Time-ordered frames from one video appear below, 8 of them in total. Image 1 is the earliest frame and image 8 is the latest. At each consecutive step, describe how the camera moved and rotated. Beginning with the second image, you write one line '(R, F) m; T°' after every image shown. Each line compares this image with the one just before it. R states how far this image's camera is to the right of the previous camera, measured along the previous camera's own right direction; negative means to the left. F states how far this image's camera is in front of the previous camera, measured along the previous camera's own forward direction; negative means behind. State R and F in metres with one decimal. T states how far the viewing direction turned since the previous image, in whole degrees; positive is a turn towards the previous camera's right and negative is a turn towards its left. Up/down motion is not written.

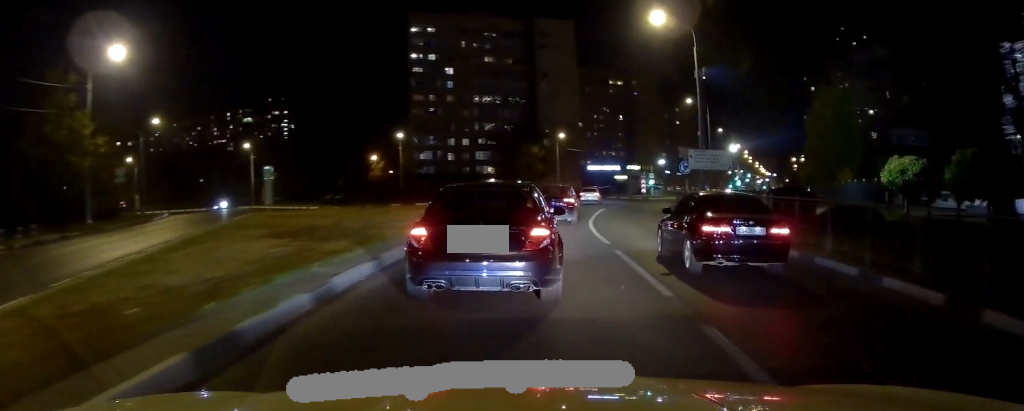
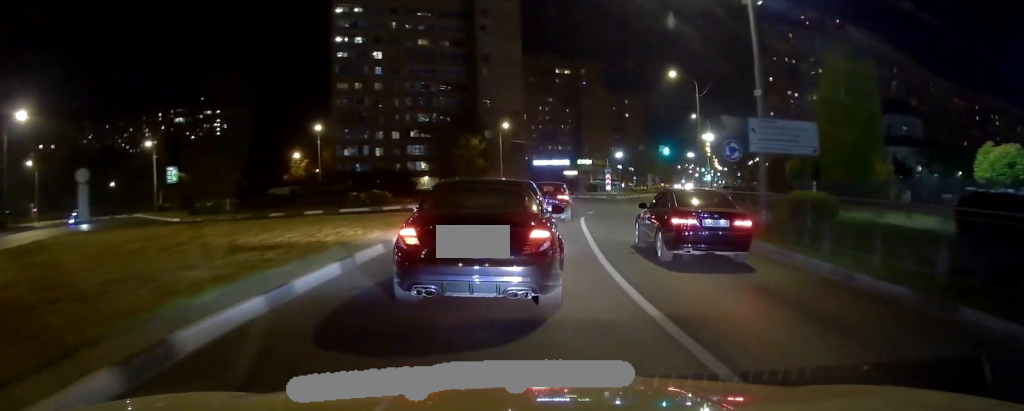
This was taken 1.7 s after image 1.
(+2.0, +13.8) m; +13°
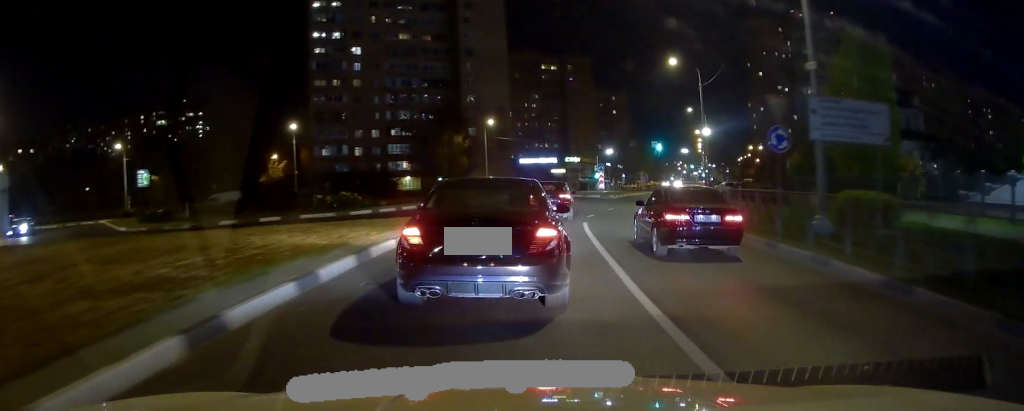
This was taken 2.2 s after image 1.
(0.0, +5.0) m; +2°
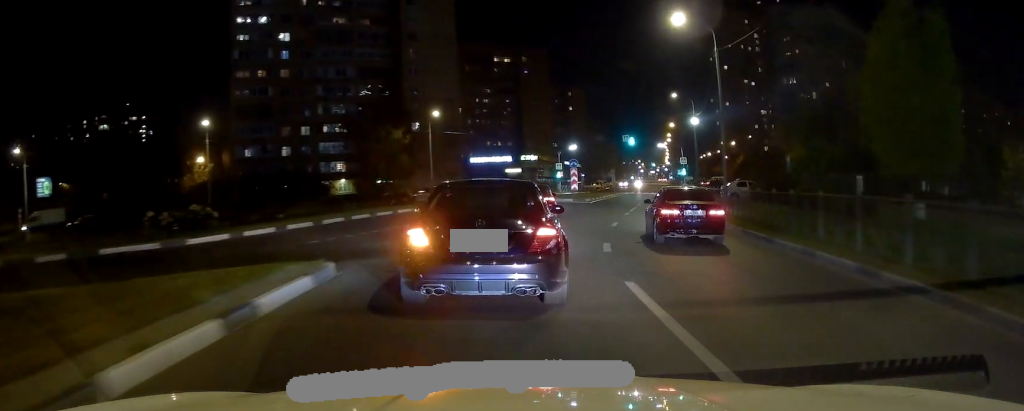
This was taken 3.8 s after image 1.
(+0.7, +15.4) m; +6°
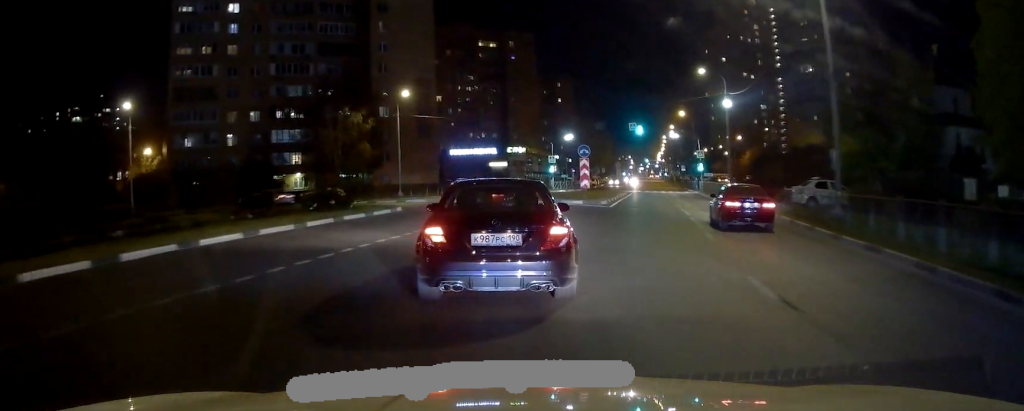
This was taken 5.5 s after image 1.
(+0.9, +16.0) m; +6°
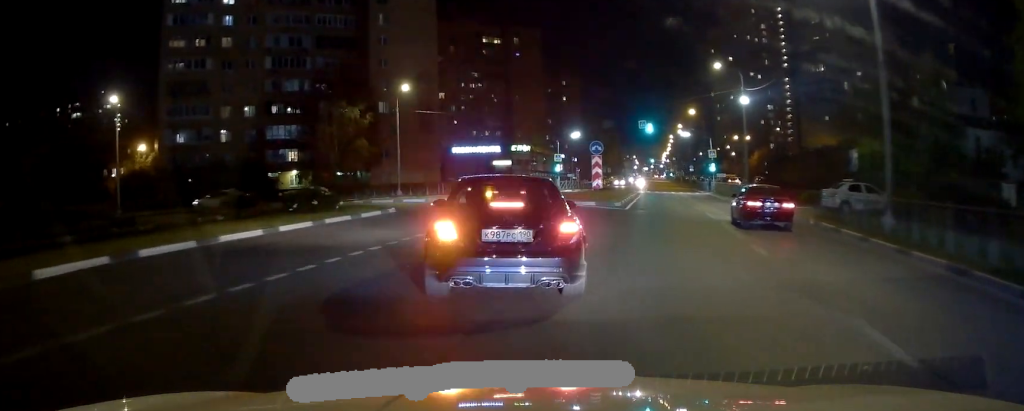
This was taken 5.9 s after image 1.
(0.0, +3.8) m; 0°
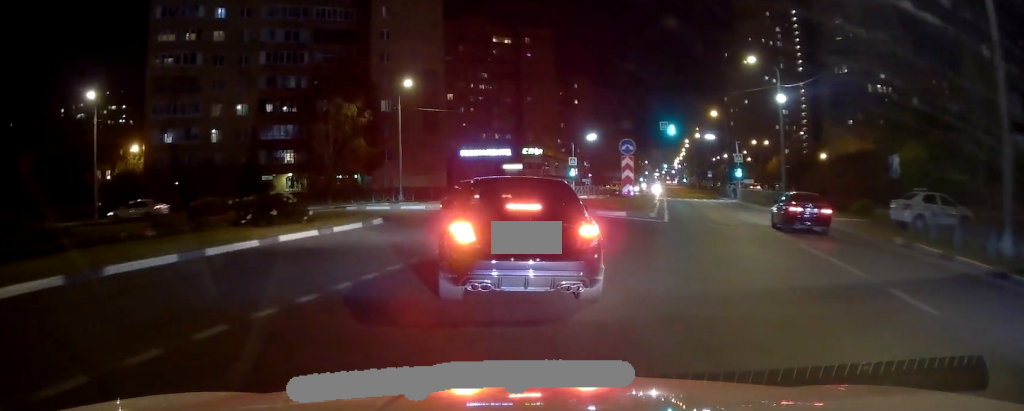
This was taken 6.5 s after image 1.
(0.0, +5.8) m; -1°
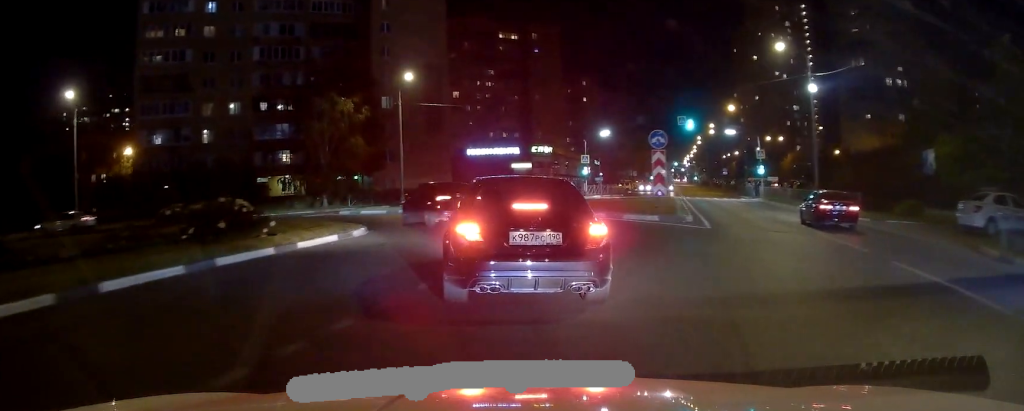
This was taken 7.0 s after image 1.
(-0.1, +4.4) m; -1°
